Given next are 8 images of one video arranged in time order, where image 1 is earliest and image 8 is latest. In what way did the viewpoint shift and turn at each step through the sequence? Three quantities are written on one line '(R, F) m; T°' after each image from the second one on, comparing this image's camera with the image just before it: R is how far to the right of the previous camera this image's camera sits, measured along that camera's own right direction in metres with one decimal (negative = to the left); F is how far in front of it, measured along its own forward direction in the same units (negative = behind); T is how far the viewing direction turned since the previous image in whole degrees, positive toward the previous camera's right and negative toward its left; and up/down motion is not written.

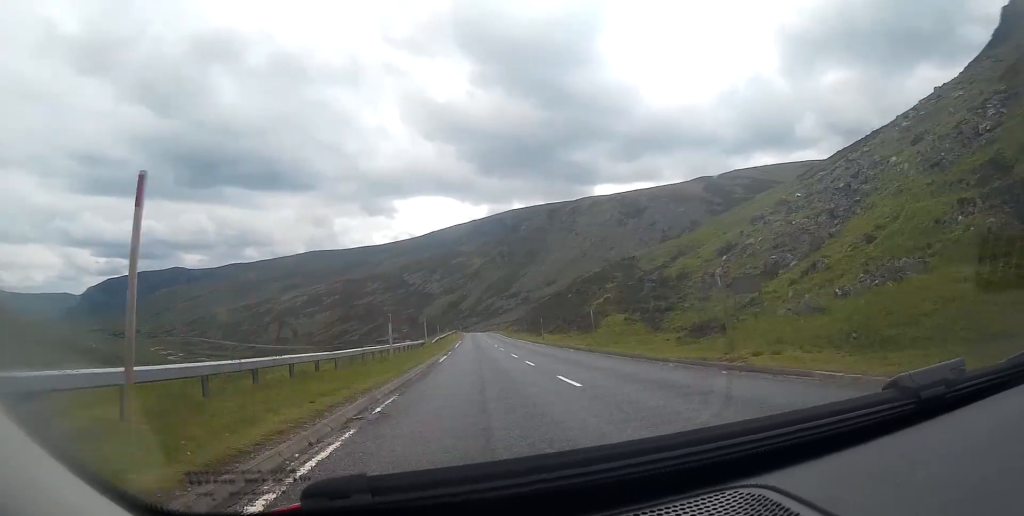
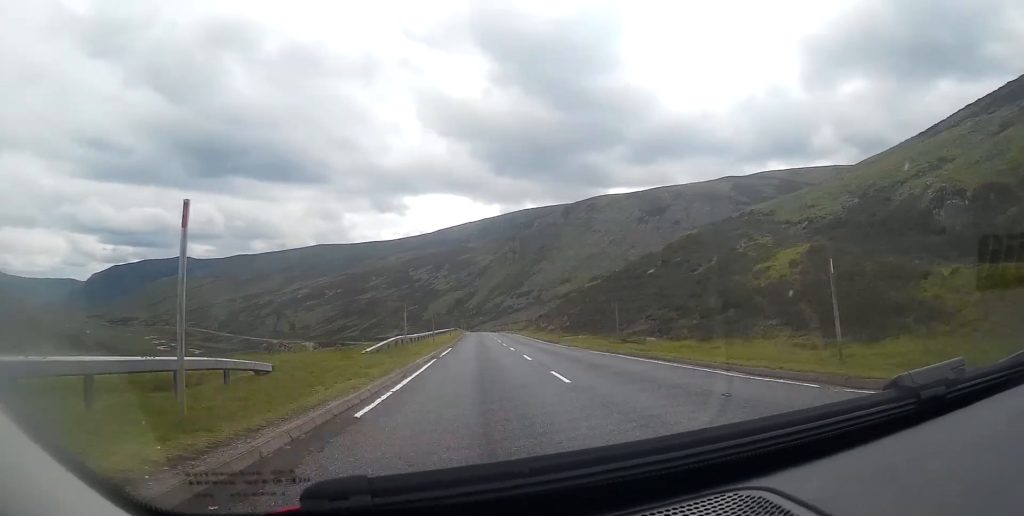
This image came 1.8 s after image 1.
(-0.3, +46.2) m; 0°
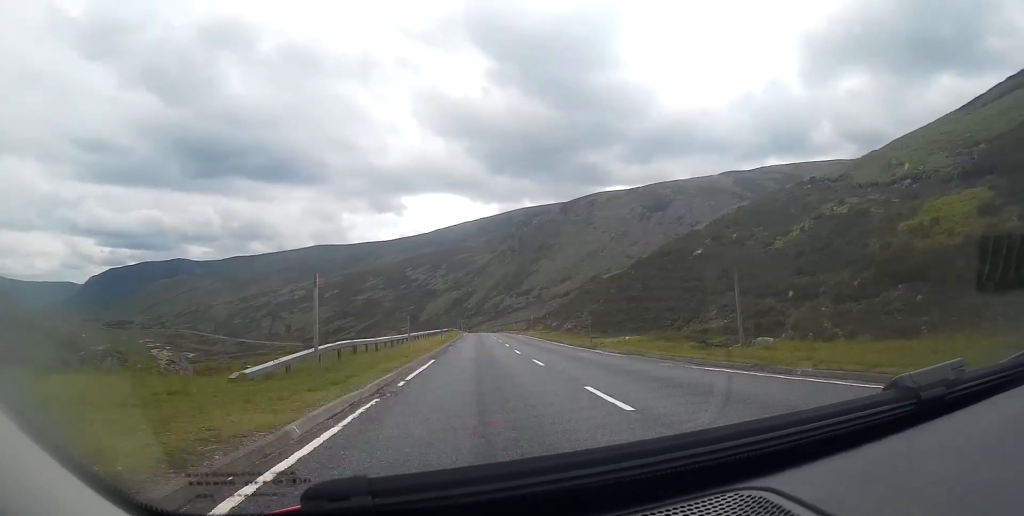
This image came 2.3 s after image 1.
(0.0, +13.9) m; 0°
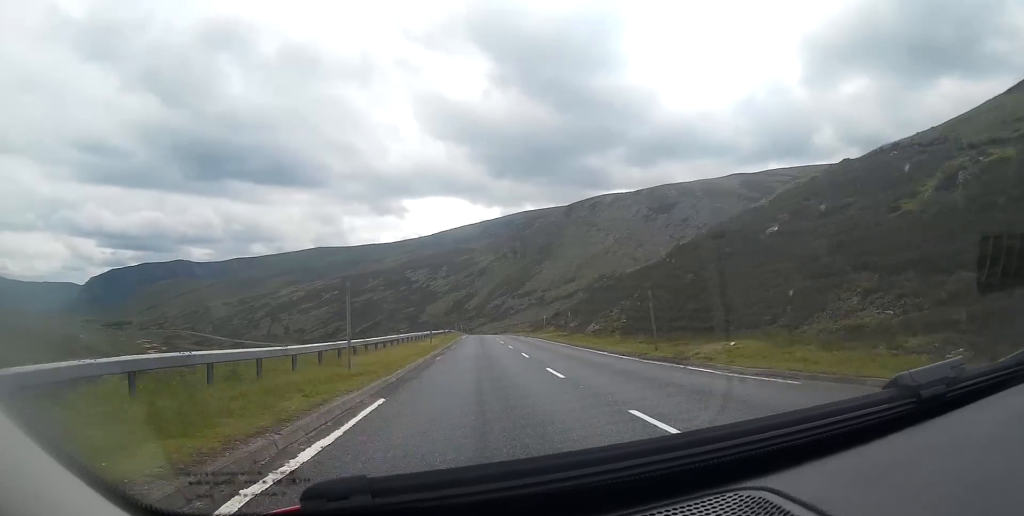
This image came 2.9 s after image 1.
(0.0, +12.4) m; 0°
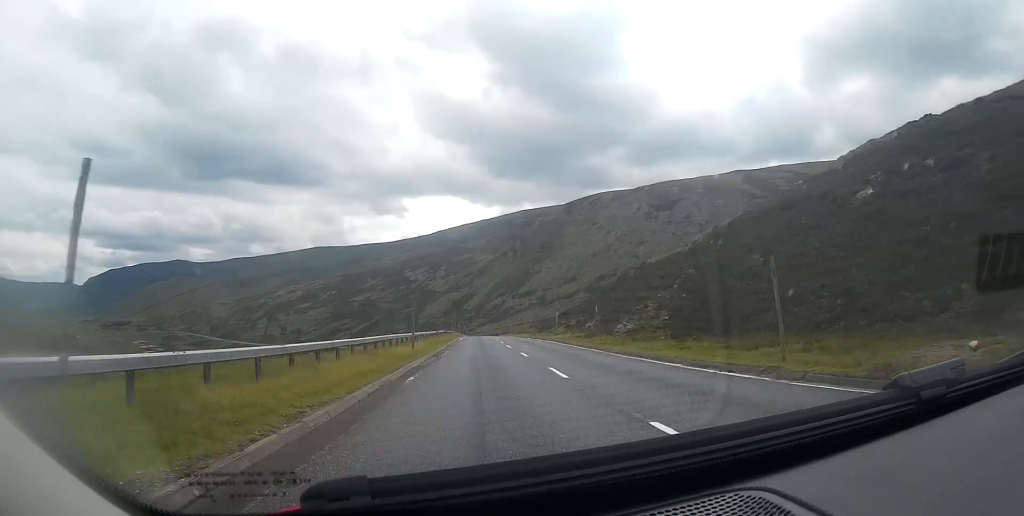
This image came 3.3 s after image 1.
(0.0, +10.0) m; 0°
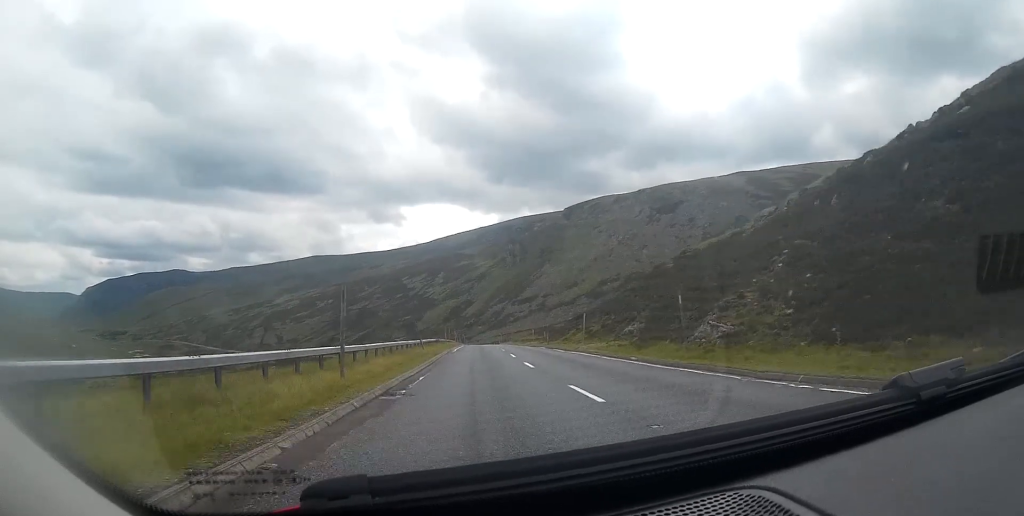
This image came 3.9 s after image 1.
(-0.1, +14.1) m; 0°
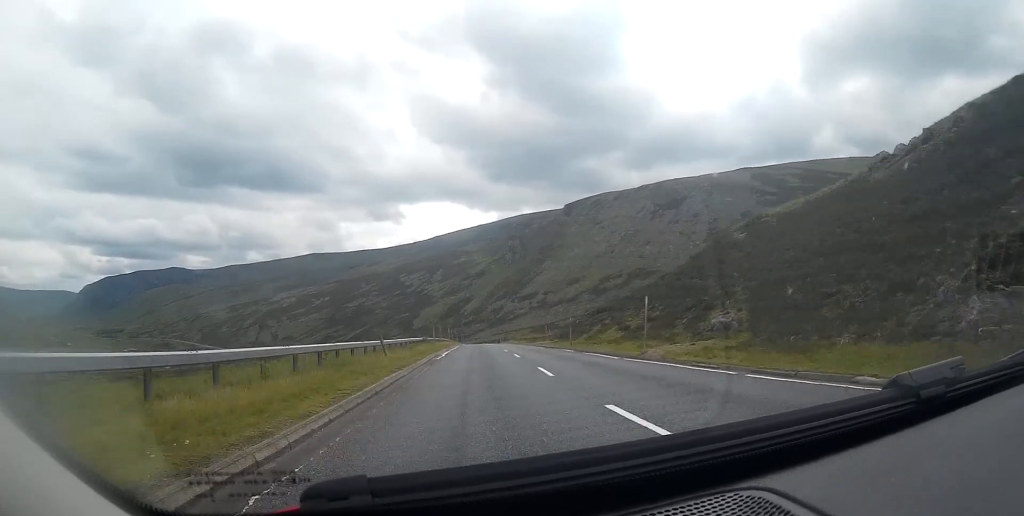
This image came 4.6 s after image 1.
(-0.1, +14.6) m; 0°
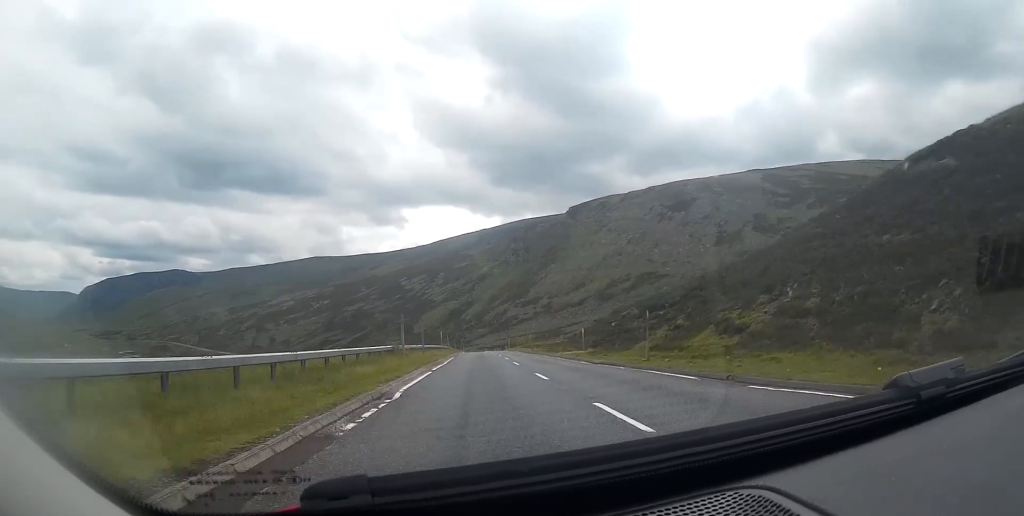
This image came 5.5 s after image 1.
(0.0, +18.7) m; +1°
